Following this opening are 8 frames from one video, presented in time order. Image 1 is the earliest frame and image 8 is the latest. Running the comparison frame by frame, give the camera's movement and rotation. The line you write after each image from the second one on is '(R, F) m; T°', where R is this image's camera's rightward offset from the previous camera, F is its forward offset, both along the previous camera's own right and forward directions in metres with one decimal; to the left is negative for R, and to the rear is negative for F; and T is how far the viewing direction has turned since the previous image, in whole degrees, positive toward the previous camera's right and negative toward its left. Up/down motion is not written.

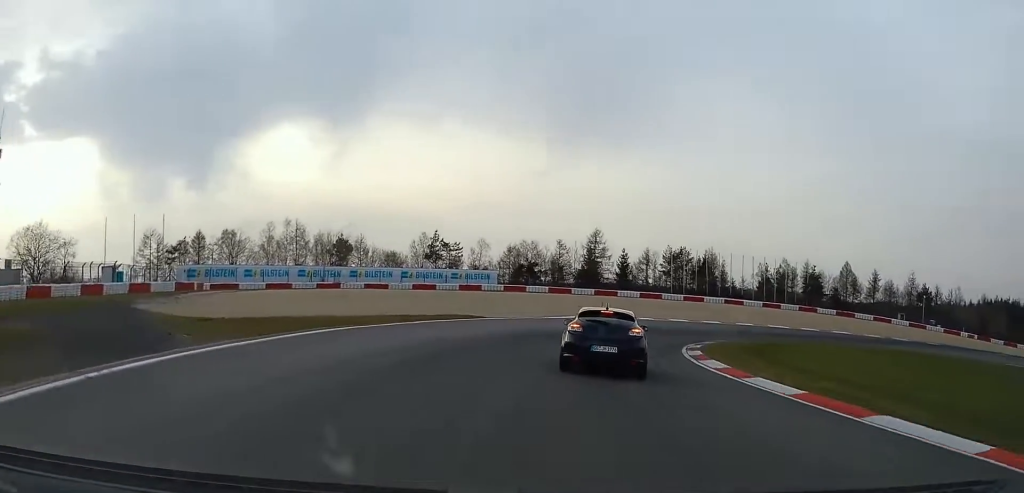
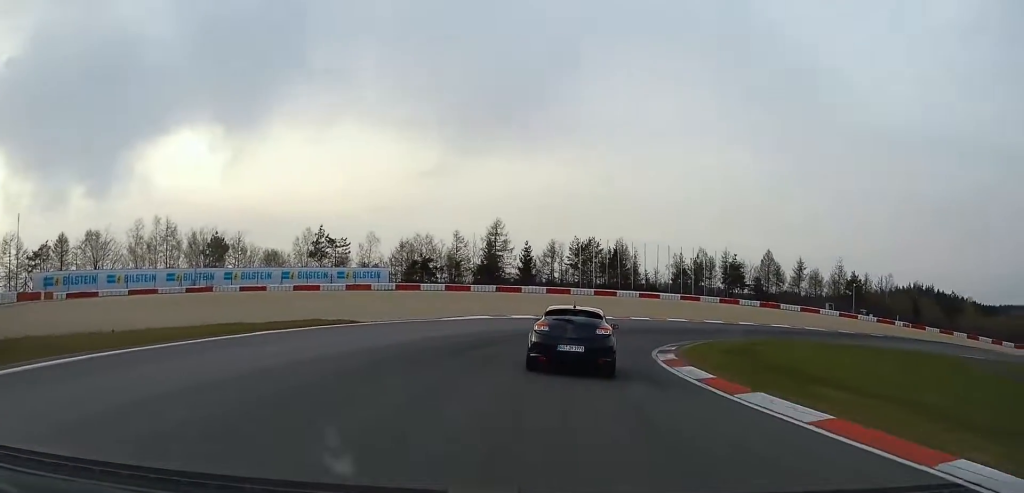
(+0.3, +11.8) m; +8°
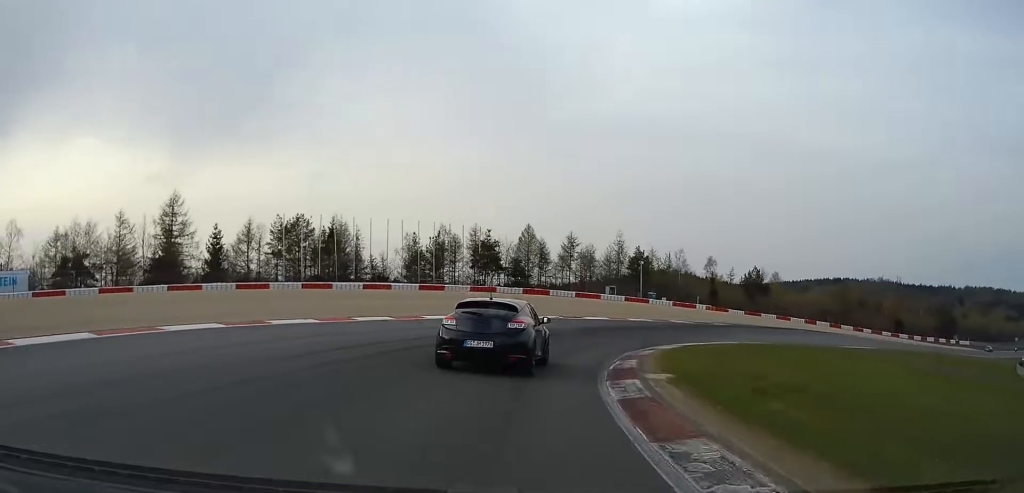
(+5.2, +27.1) m; +26°
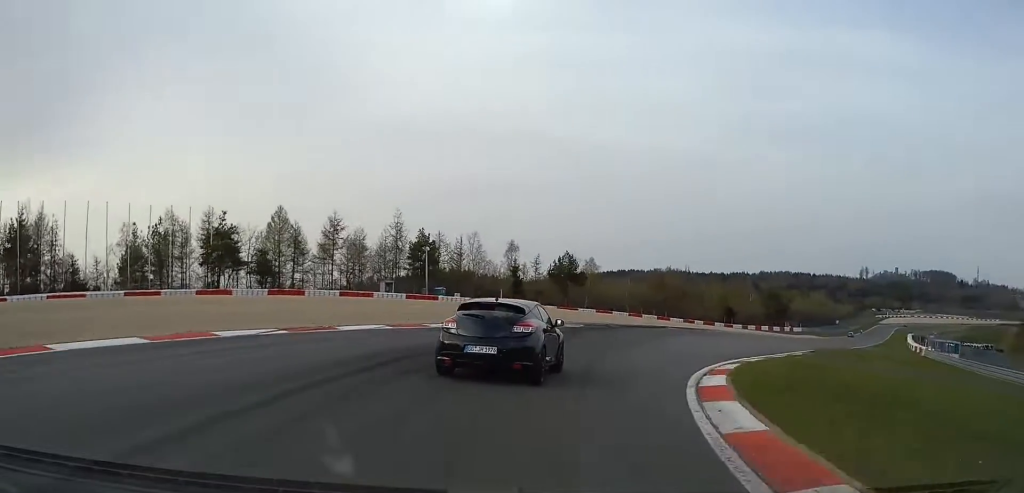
(+5.0, +22.6) m; +24°
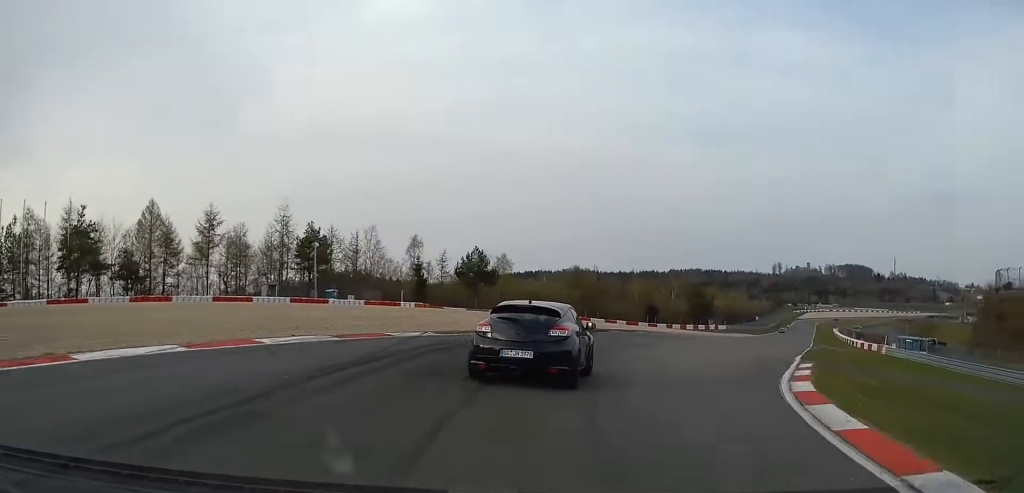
(+1.8, +11.6) m; +8°
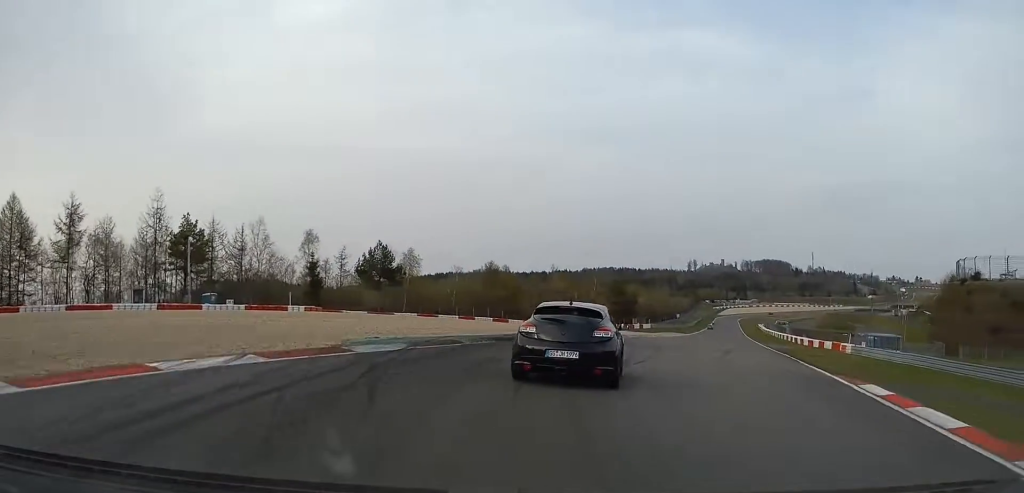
(+0.2, +11.3) m; +8°
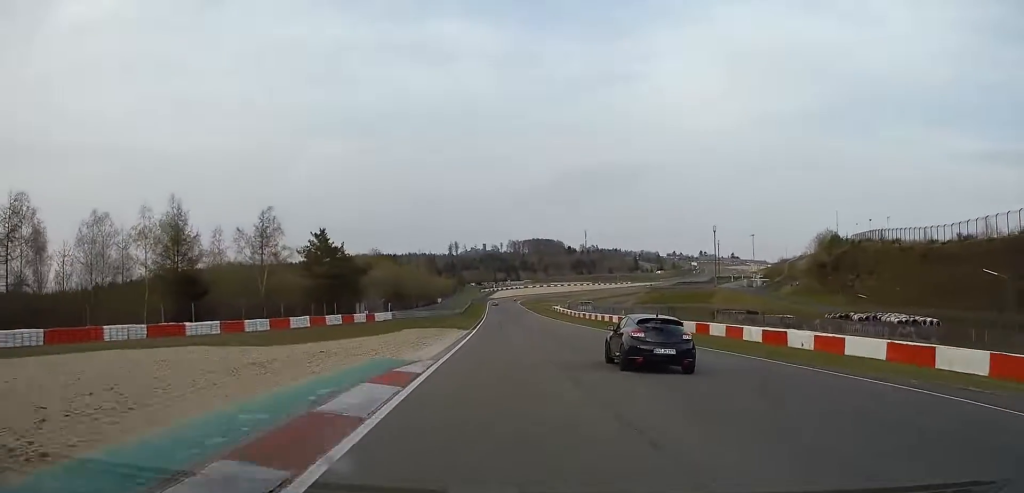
(+21.5, +81.8) m; +19°
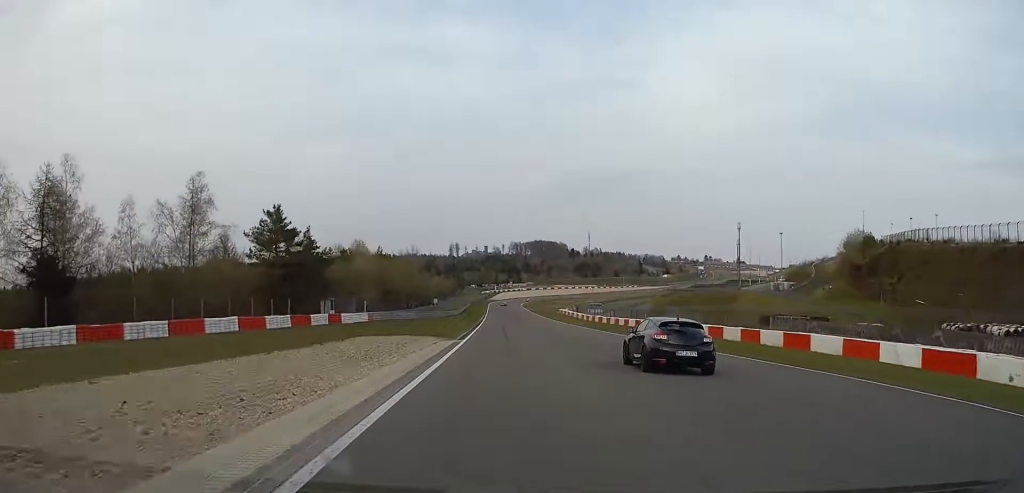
(-0.1, +19.6) m; 0°
